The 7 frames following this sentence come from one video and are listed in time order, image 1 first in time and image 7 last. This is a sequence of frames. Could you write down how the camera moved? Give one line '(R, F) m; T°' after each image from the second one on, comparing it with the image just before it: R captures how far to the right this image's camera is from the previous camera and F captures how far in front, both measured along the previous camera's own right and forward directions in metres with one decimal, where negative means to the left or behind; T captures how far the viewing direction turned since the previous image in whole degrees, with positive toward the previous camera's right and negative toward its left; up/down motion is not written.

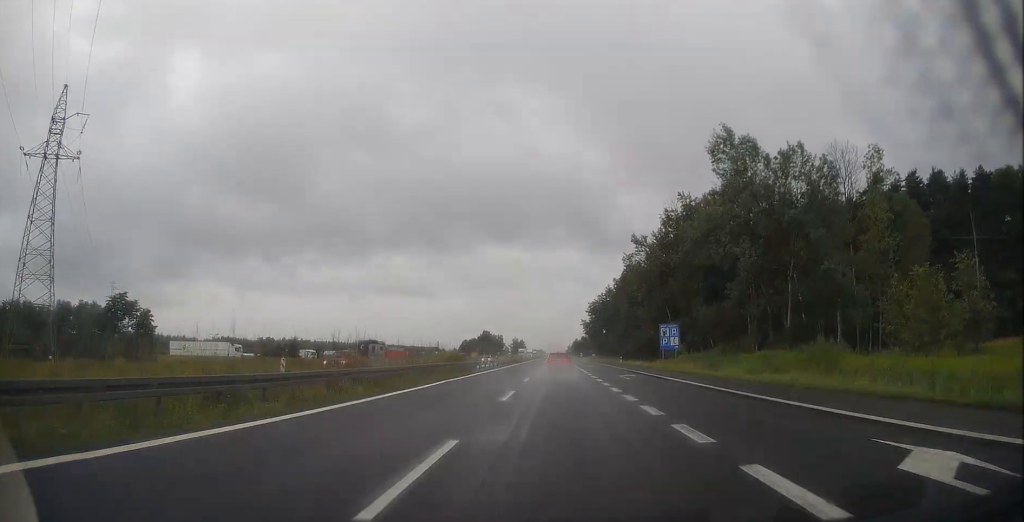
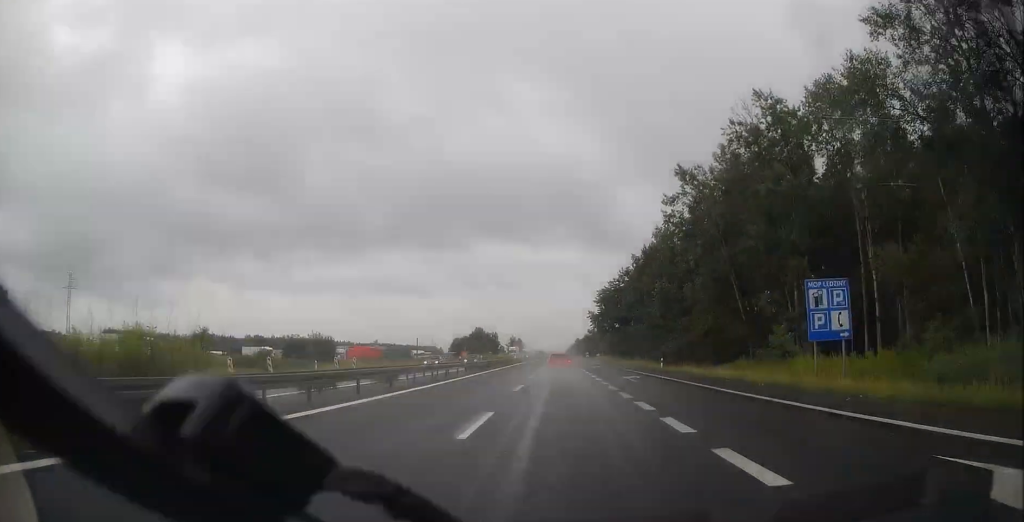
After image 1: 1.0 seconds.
(0.0, +31.8) m; 0°
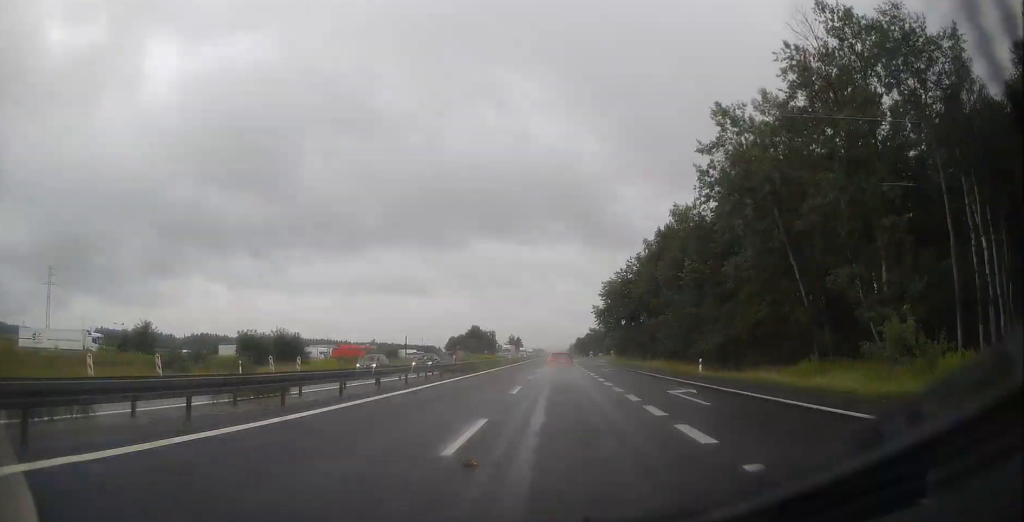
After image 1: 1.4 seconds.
(+0.1, +13.7) m; 0°
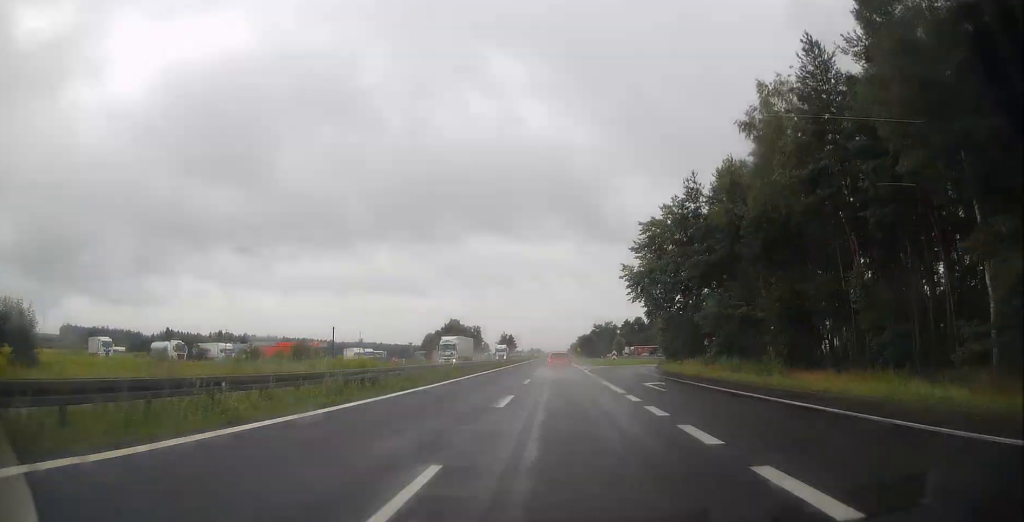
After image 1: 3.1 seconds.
(-0.2, +53.5) m; 0°
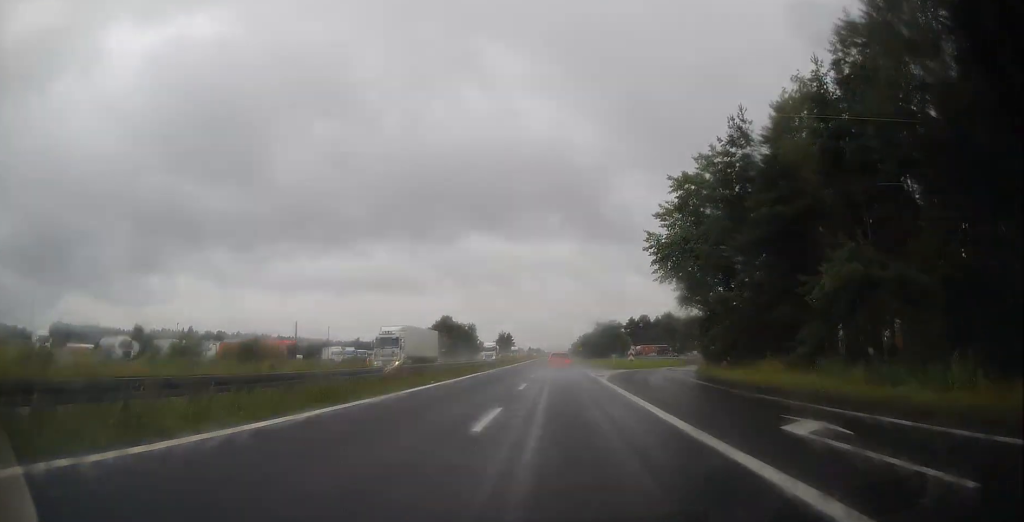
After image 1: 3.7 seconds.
(+0.2, +16.7) m; 0°
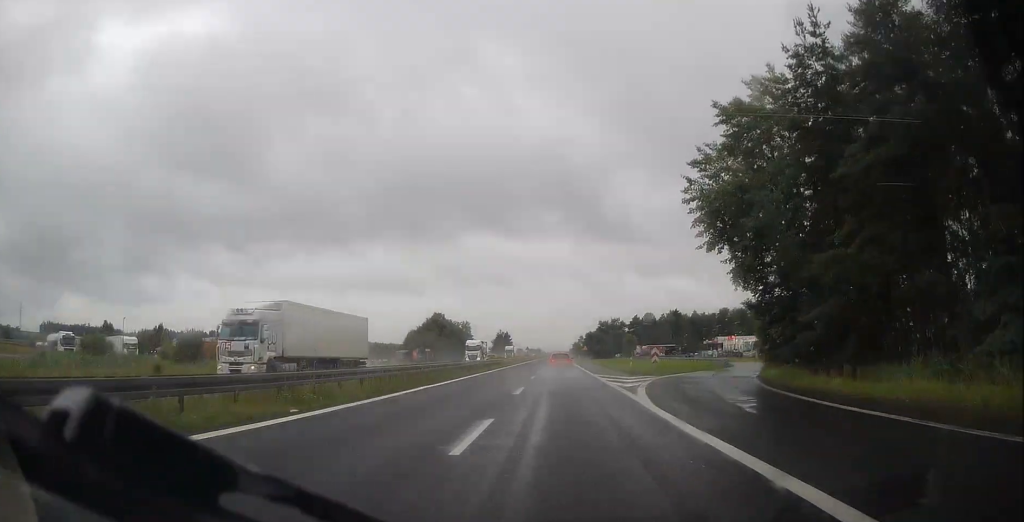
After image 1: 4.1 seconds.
(0.0, +14.6) m; 0°
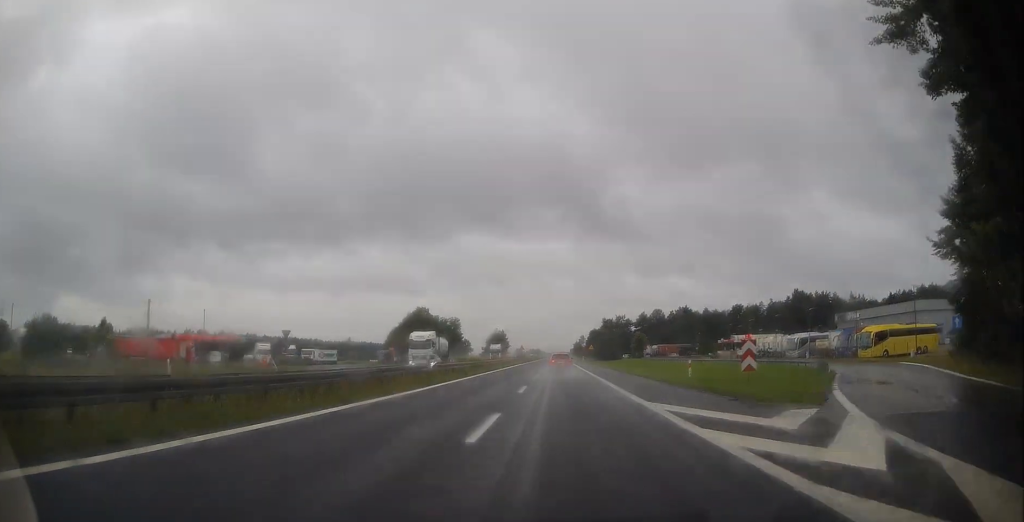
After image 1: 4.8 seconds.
(0.0, +21.8) m; 0°
